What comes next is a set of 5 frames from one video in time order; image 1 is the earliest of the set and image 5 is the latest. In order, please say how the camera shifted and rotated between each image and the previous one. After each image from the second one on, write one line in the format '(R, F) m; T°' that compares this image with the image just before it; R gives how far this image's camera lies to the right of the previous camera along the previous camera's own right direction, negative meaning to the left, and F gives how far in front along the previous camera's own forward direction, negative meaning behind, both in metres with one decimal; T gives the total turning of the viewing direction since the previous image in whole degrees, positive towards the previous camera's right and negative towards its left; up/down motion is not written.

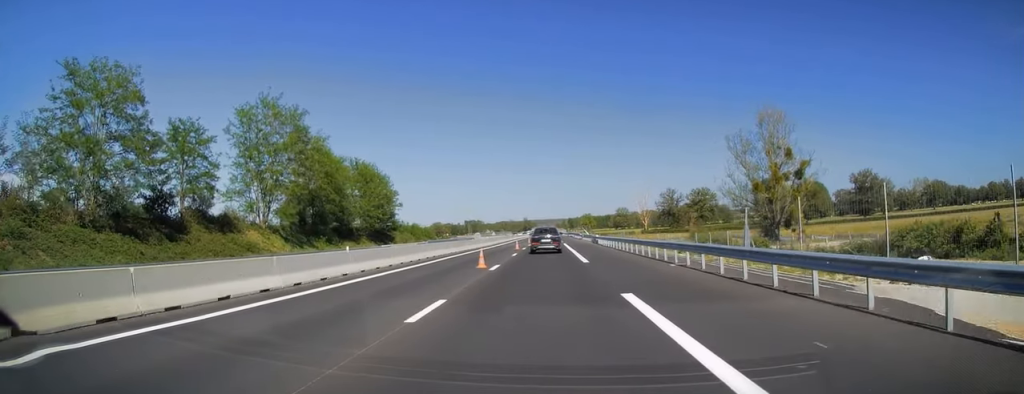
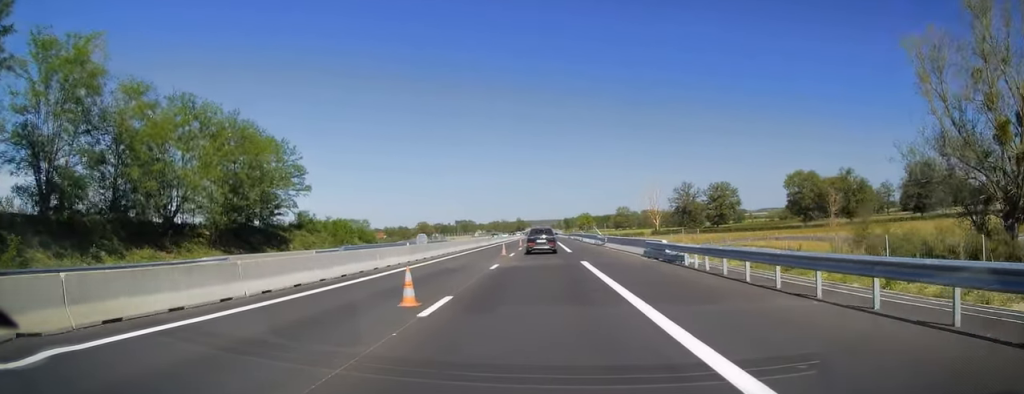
(+0.4, +38.2) m; +1°
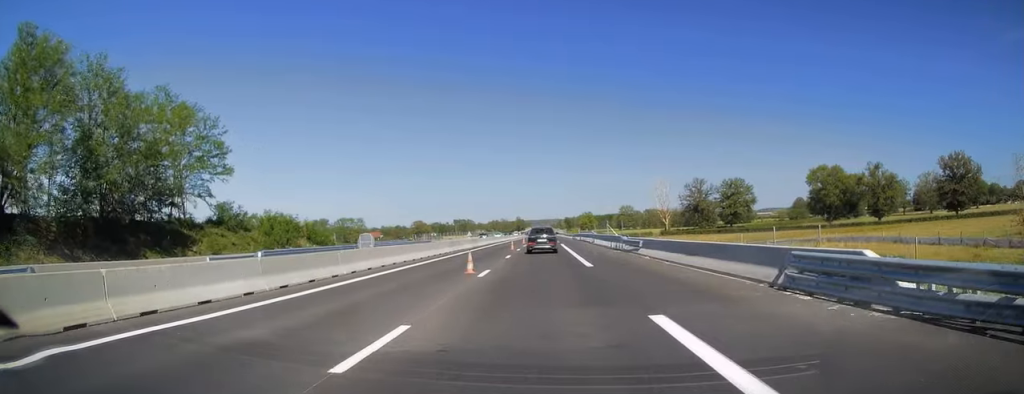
(0.0, +17.1) m; 0°
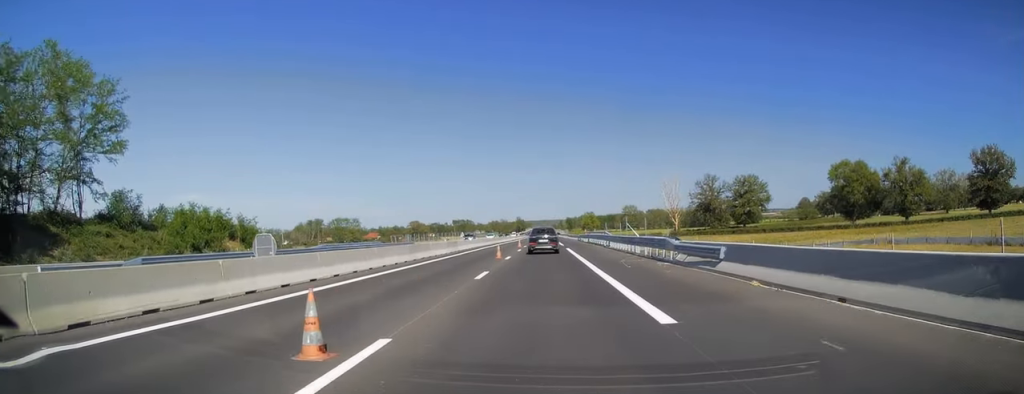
(0.0, +14.1) m; 0°
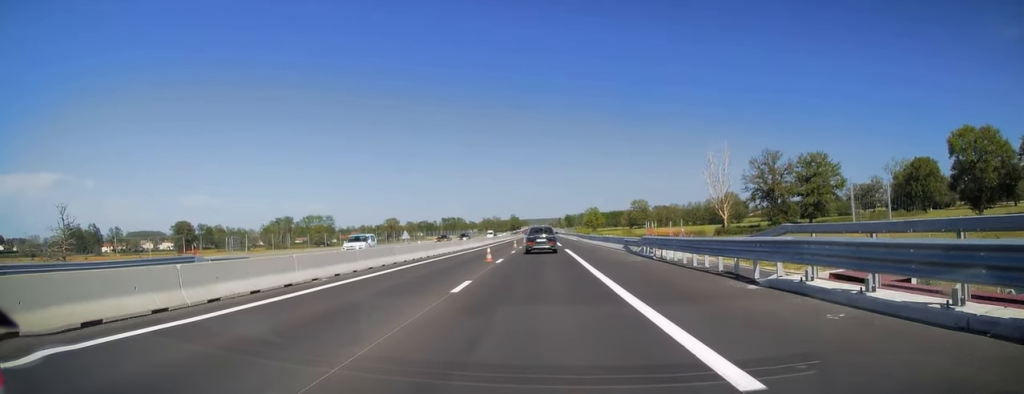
(+0.9, +55.7) m; 0°
